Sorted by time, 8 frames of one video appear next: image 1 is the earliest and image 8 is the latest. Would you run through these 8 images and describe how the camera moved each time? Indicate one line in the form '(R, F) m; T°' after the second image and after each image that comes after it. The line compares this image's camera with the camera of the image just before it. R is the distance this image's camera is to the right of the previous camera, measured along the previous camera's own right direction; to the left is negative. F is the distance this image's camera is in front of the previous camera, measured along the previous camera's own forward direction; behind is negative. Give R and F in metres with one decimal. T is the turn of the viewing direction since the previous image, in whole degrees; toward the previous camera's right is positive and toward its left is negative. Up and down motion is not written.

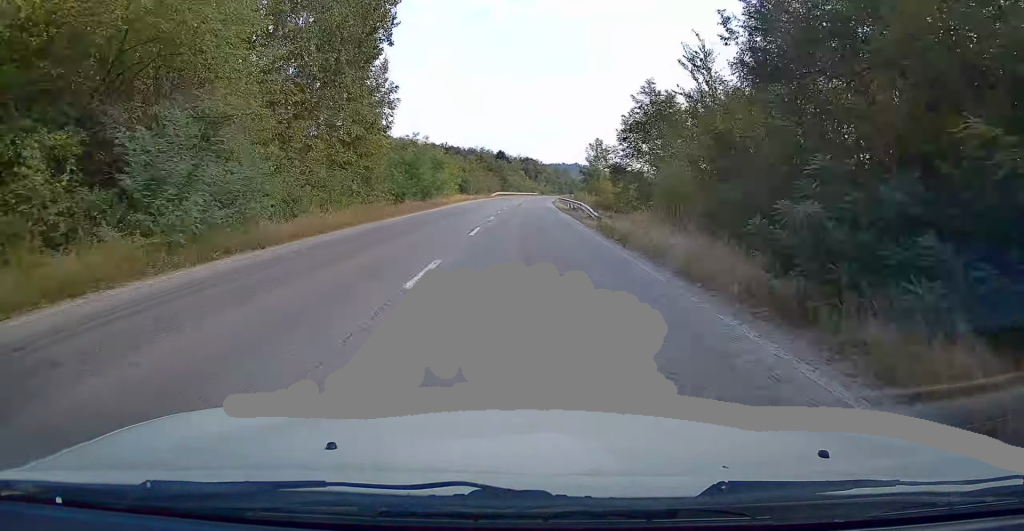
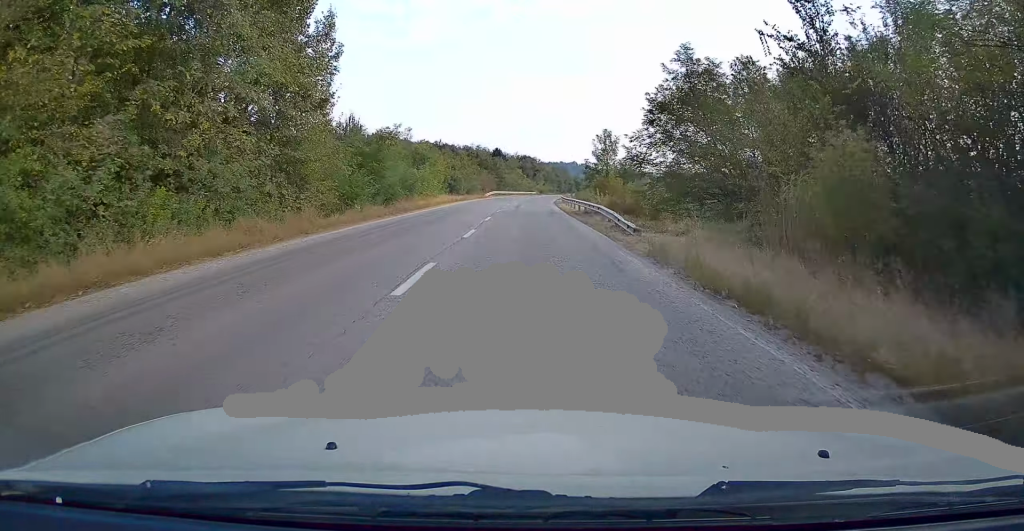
(0.0, +9.8) m; 0°
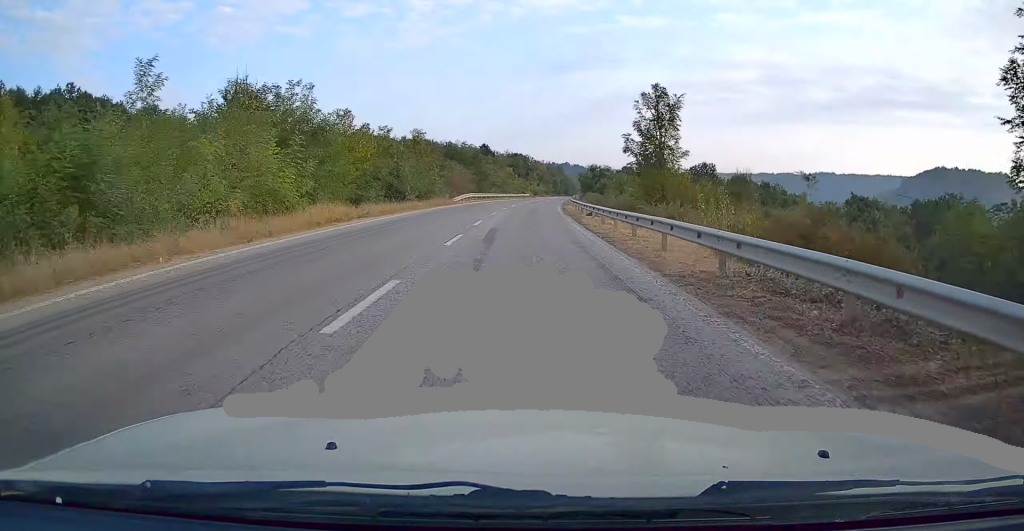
(+0.2, +28.6) m; 0°
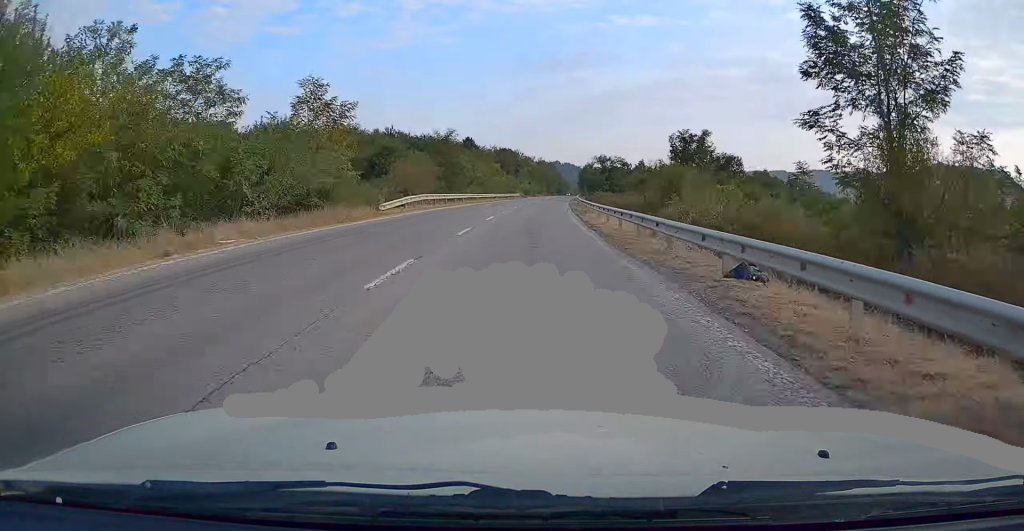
(0.0, +24.2) m; +1°
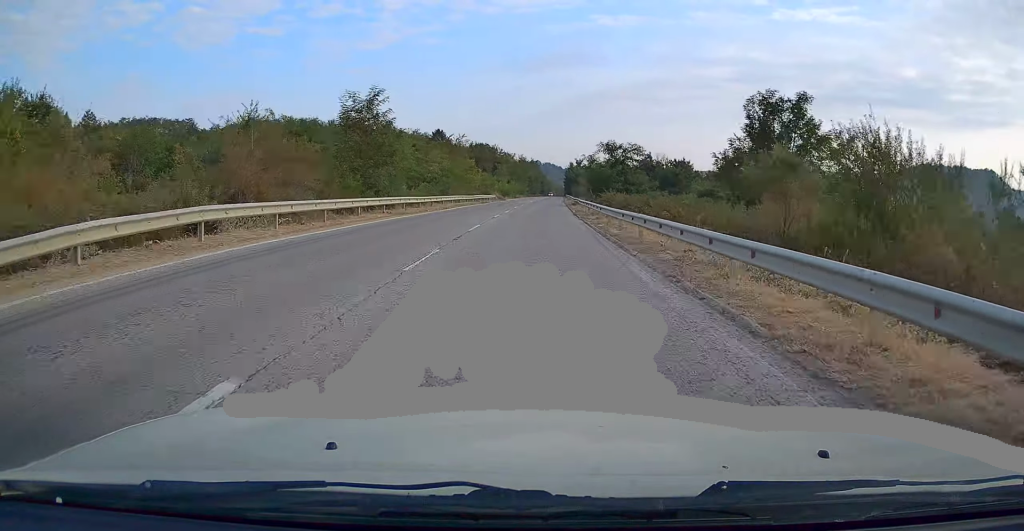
(+0.3, +24.5) m; +1°
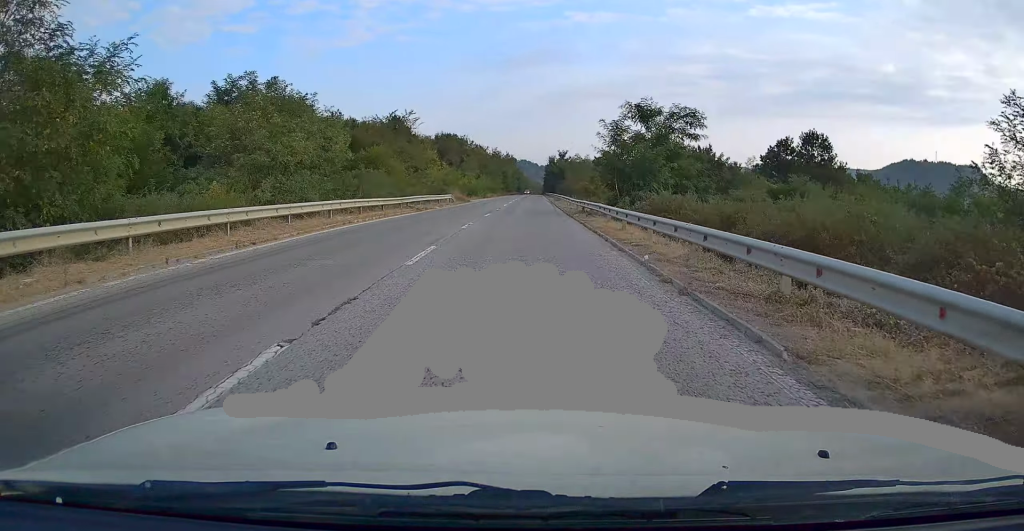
(0.0, +26.3) m; +1°
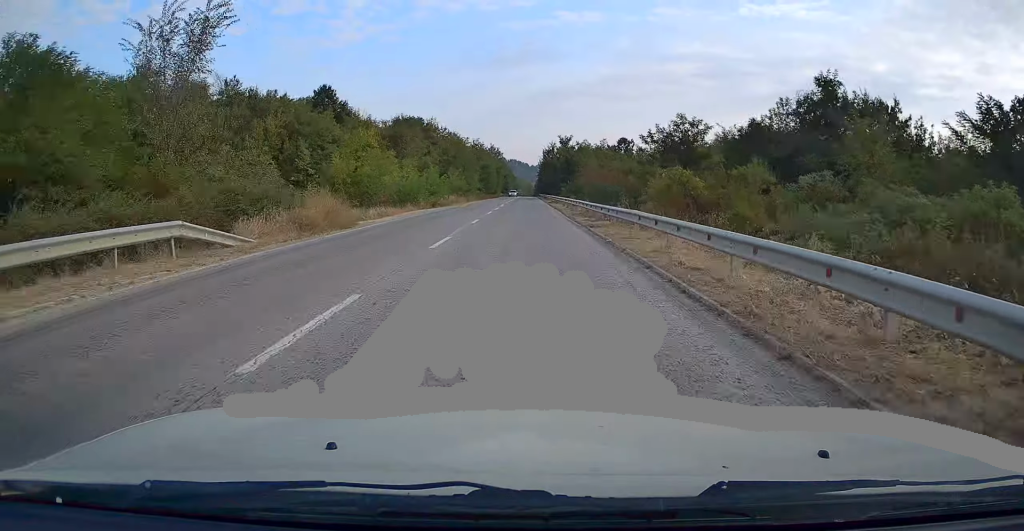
(+1.1, +42.5) m; +2°
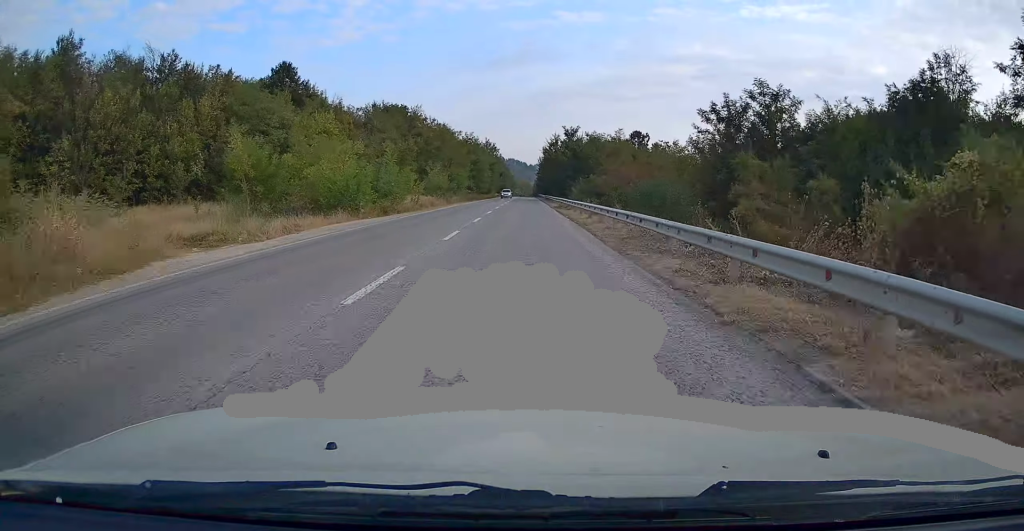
(+0.1, +16.2) m; 0°
